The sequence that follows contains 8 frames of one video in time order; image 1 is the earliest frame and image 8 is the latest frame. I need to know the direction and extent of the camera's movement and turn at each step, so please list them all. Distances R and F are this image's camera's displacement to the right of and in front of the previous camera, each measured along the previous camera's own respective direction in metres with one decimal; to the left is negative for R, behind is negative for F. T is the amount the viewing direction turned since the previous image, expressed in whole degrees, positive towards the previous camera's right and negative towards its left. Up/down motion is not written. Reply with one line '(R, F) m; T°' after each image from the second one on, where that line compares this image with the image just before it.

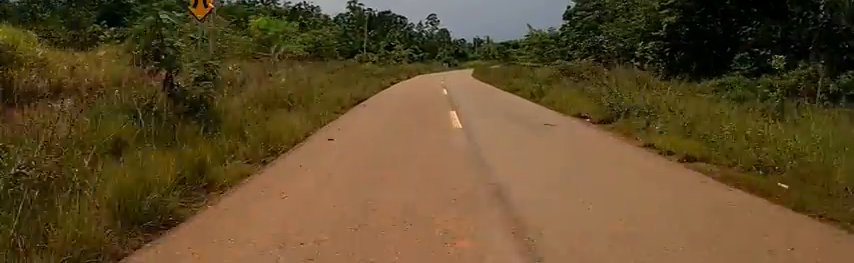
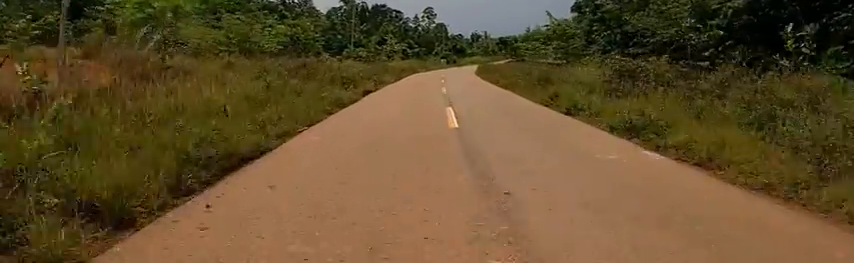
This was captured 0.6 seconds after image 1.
(0.0, +8.4) m; 0°
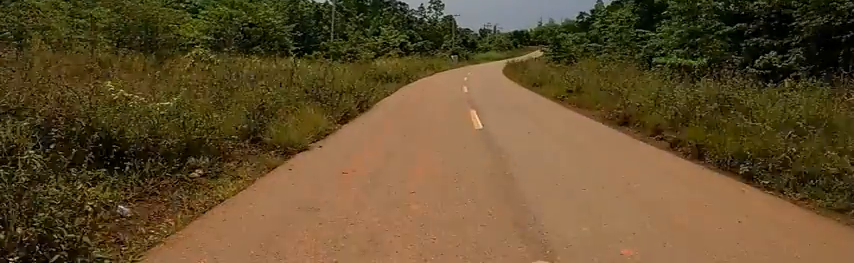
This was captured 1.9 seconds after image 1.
(0.0, +16.7) m; +2°
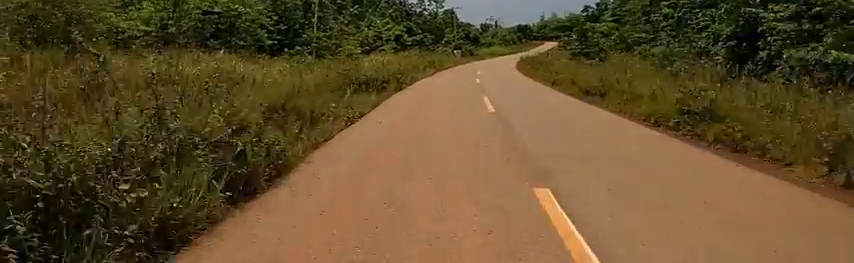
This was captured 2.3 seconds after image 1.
(+0.2, +6.5) m; +1°
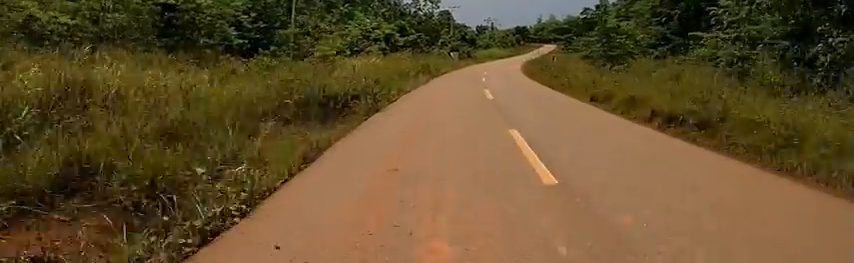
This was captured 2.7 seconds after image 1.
(+0.1, +5.6) m; +1°
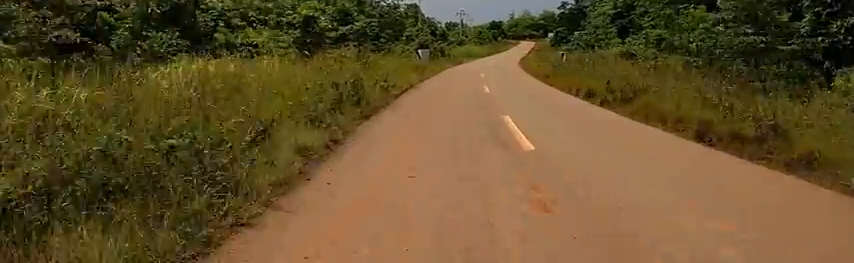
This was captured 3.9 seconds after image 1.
(+0.1, +15.9) m; +2°
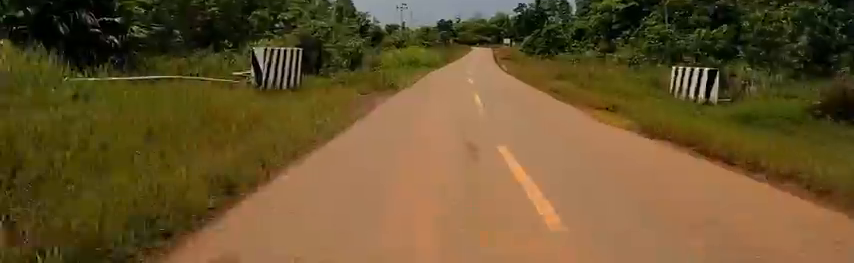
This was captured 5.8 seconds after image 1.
(+1.6, +26.4) m; +8°
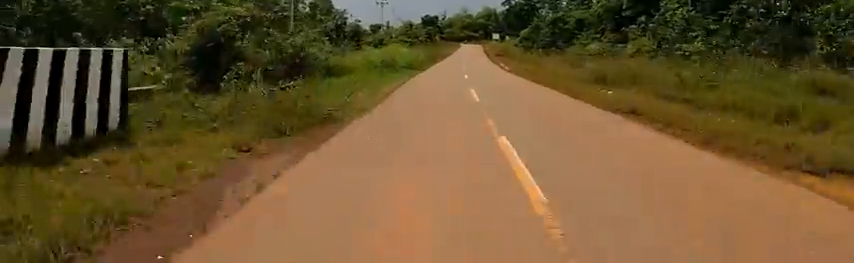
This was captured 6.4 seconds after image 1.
(+0.4, +8.1) m; -1°
